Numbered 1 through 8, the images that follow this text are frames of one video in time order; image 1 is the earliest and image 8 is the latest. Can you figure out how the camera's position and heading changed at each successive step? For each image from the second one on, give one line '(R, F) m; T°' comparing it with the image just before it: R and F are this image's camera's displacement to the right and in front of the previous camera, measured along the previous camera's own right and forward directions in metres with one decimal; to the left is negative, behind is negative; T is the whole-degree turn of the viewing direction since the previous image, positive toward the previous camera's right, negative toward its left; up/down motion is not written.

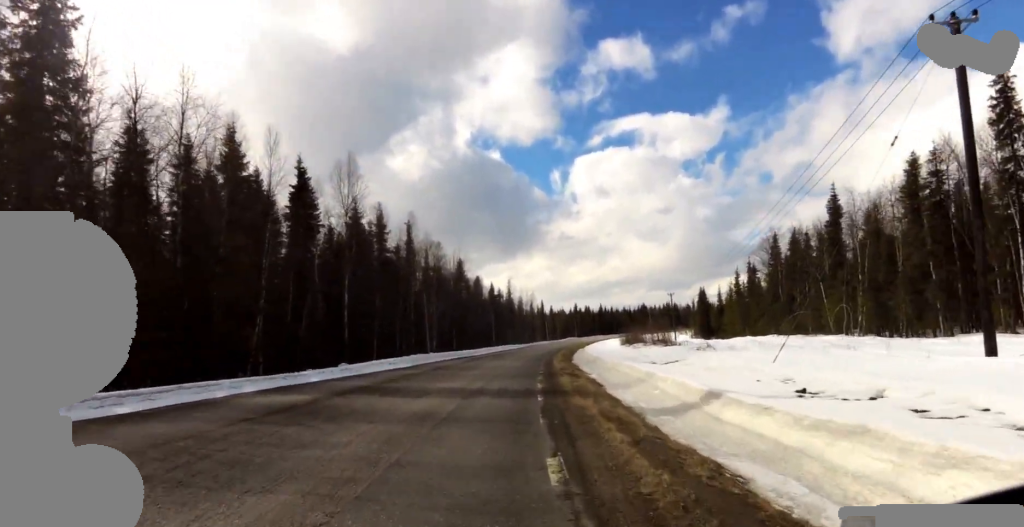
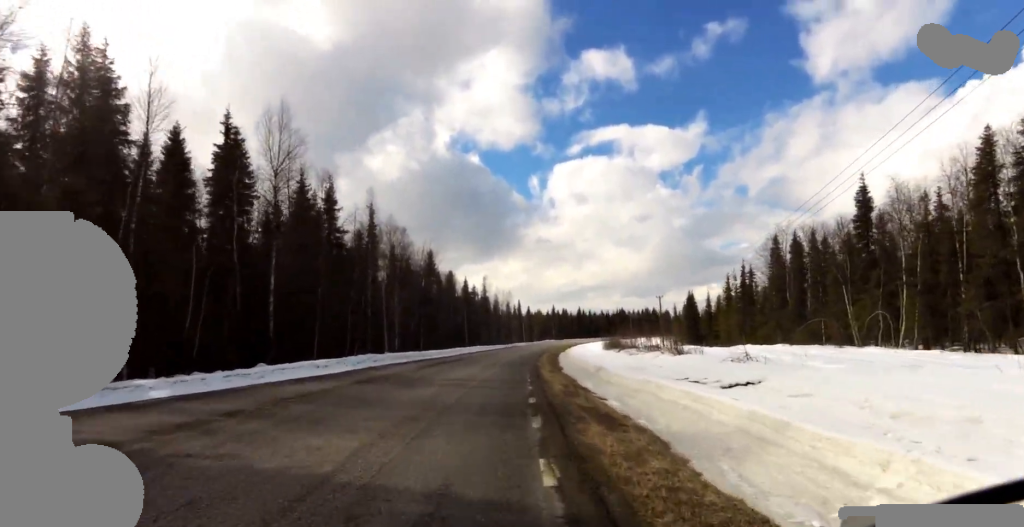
(+0.8, +8.3) m; -2°
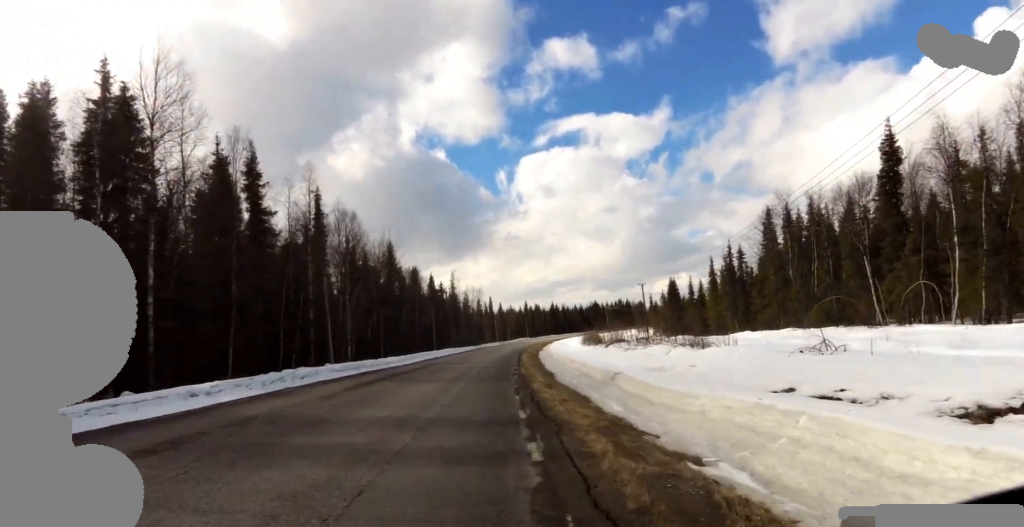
(-1.1, +7.8) m; -6°
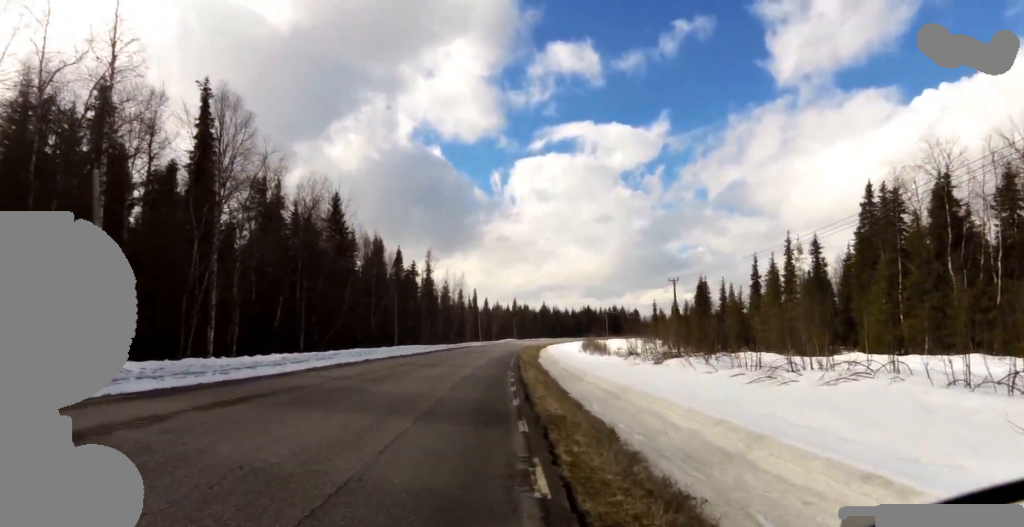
(+2.8, +21.6) m; +9°
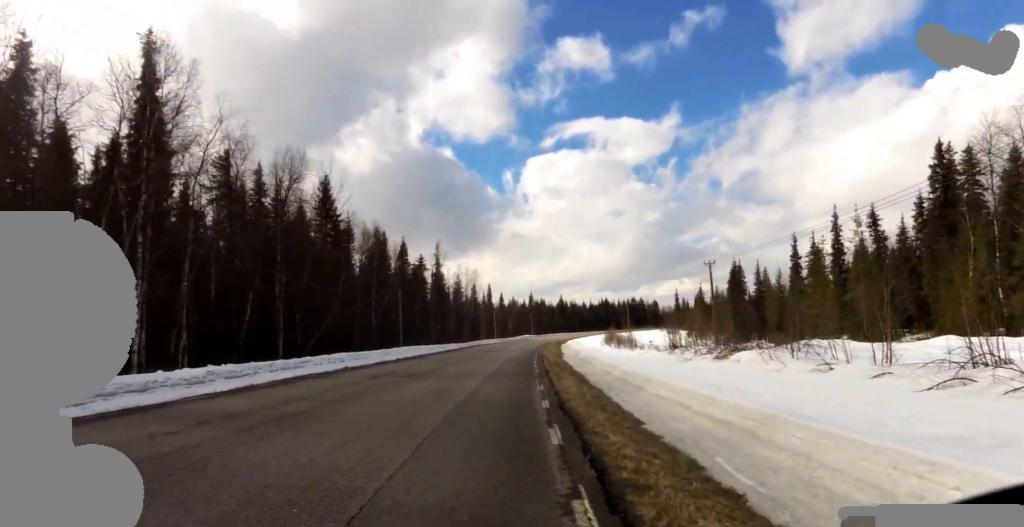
(-0.6, +7.5) m; 0°
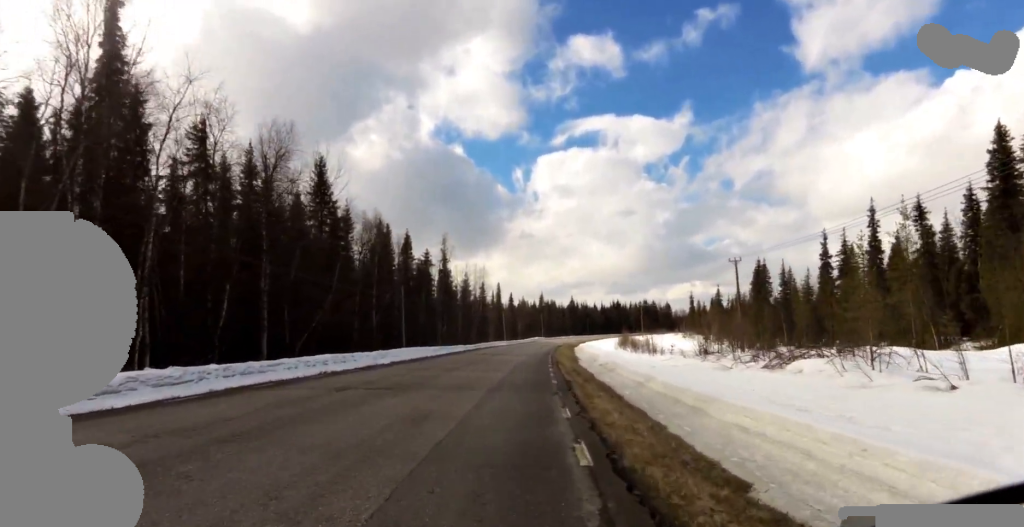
(+0.6, +4.5) m; 0°
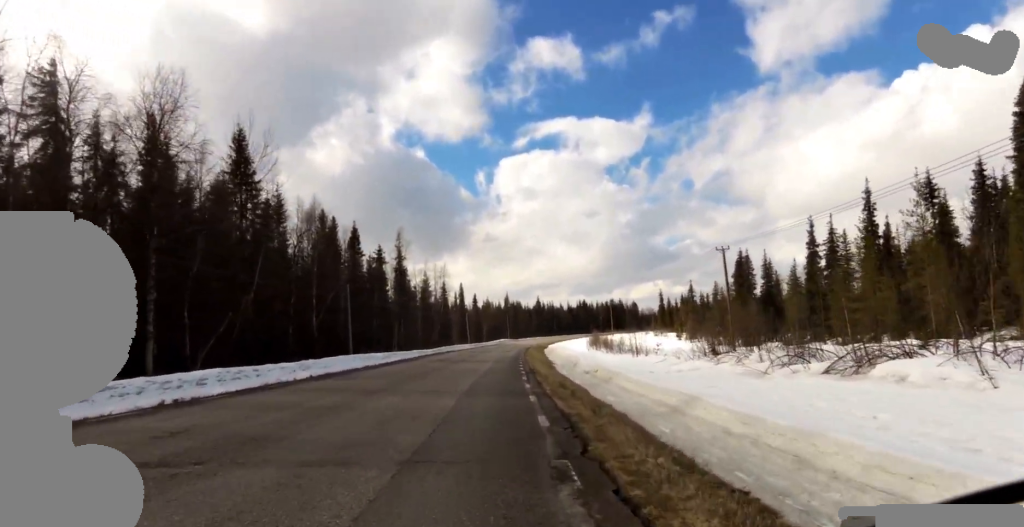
(+0.1, +8.0) m; -1°
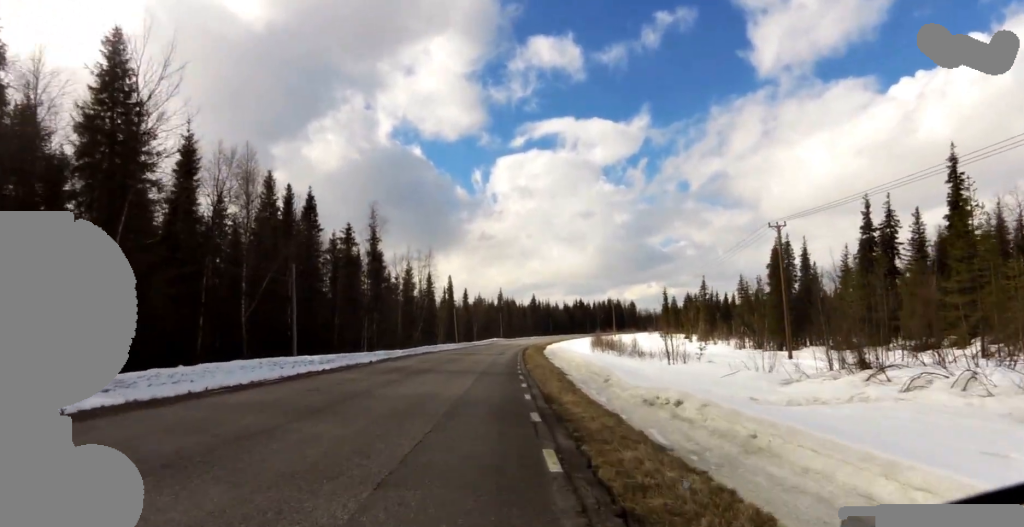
(-0.6, +14.9) m; +2°
